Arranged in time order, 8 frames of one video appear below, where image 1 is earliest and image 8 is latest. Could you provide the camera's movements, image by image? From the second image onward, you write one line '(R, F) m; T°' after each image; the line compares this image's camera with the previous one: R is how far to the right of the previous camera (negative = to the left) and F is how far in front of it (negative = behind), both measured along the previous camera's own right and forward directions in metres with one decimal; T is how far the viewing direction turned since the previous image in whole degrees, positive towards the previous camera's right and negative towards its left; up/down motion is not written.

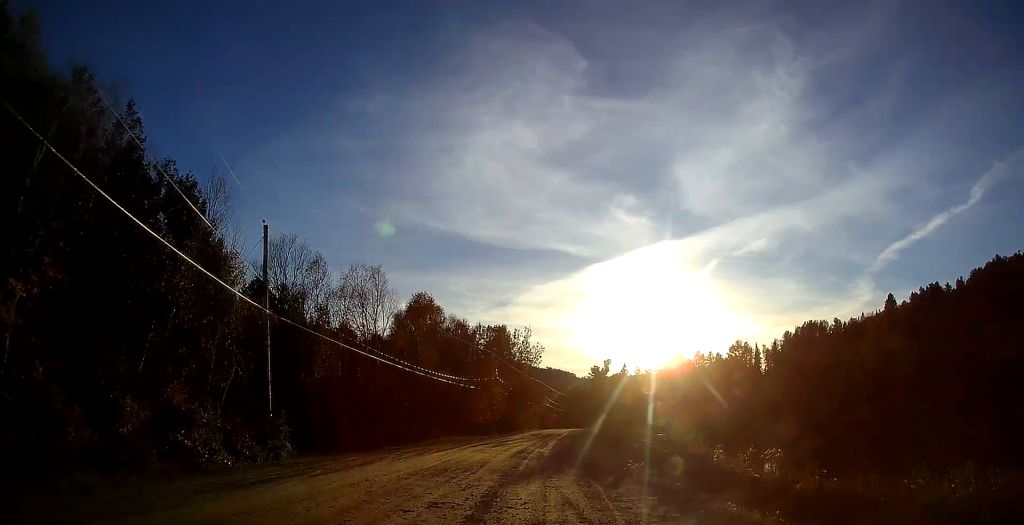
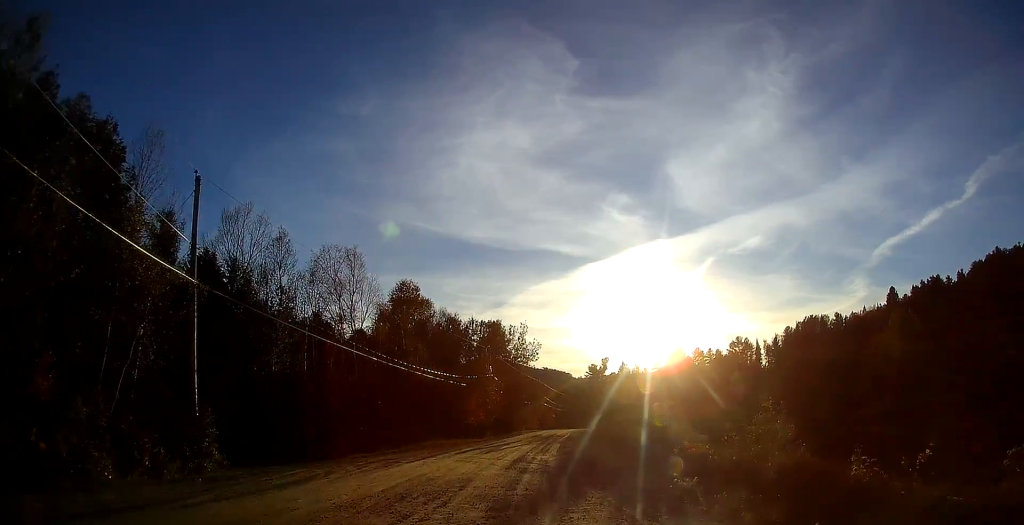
(+0.3, +6.9) m; -1°
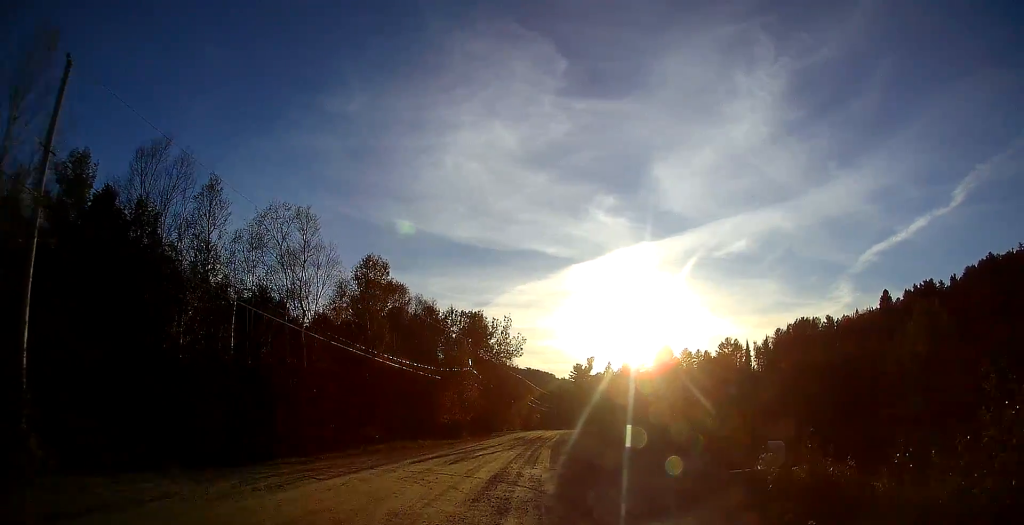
(-0.6, +8.6) m; +3°
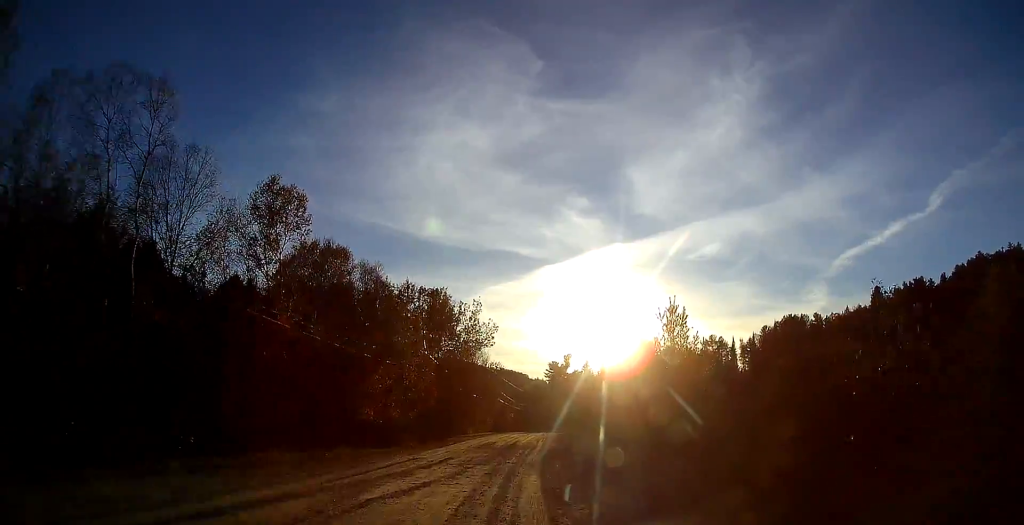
(+1.6, +16.5) m; +4°
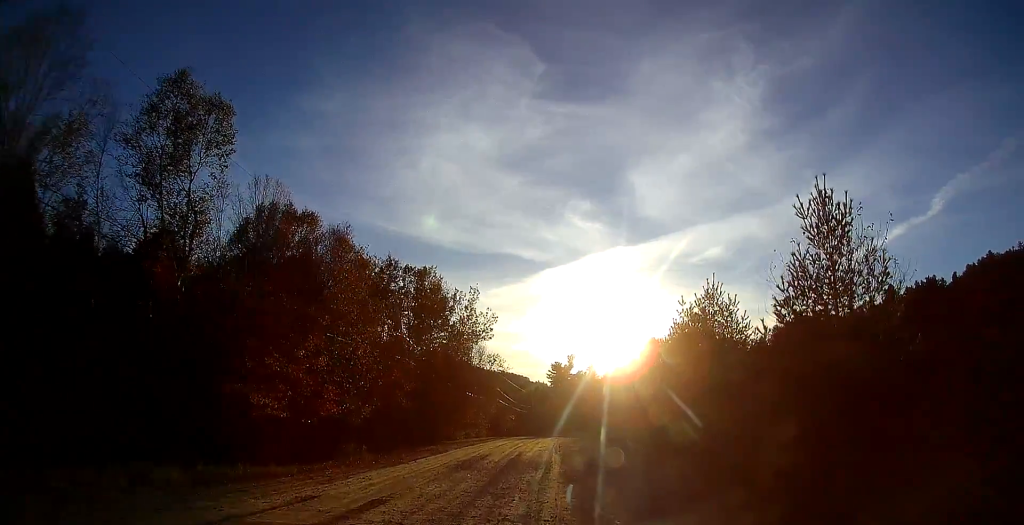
(+0.2, +11.8) m; 0°
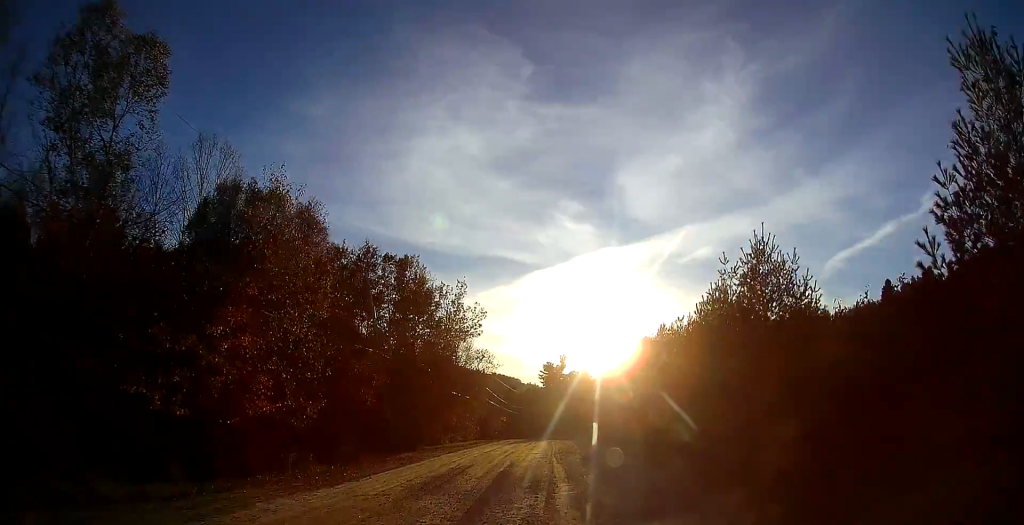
(-0.1, +5.5) m; 0°
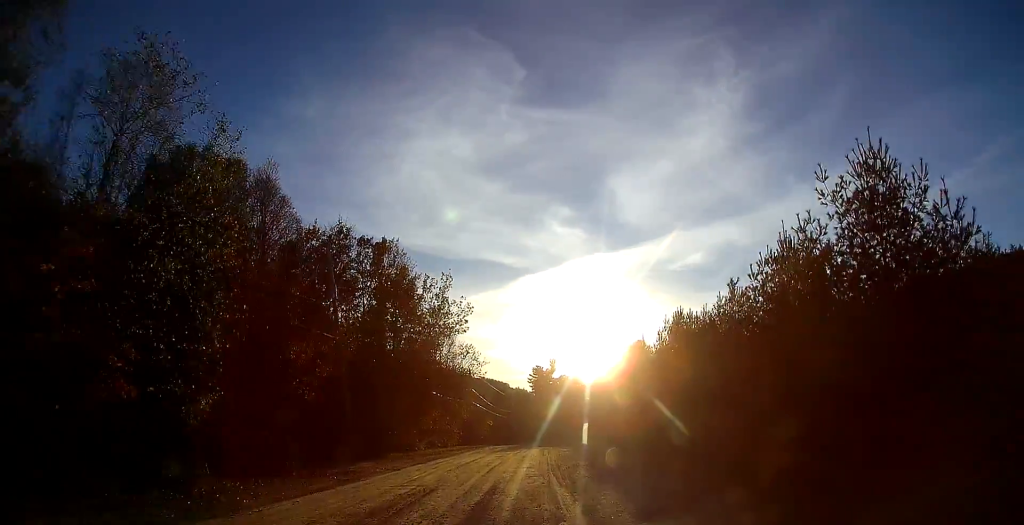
(0.0, +6.2) m; +2°
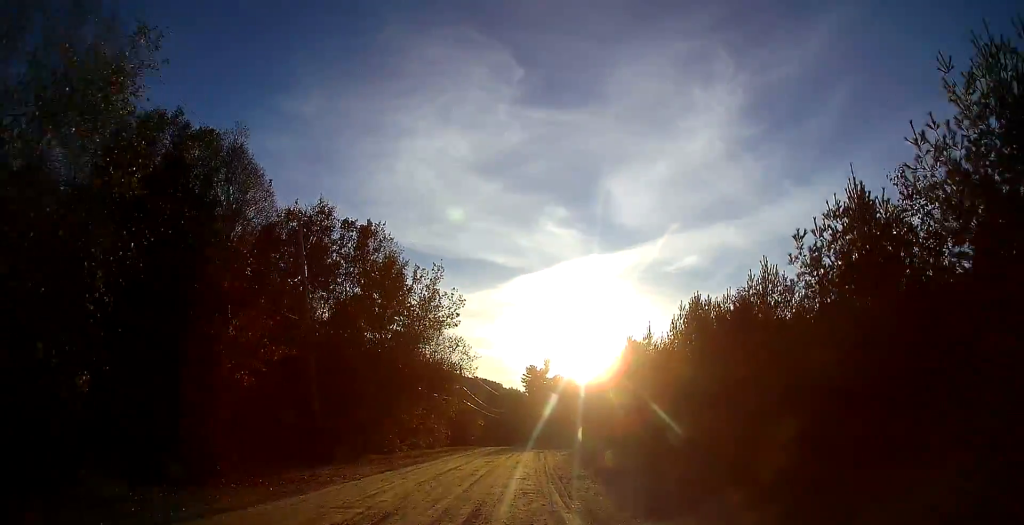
(-0.1, +4.0) m; +1°
